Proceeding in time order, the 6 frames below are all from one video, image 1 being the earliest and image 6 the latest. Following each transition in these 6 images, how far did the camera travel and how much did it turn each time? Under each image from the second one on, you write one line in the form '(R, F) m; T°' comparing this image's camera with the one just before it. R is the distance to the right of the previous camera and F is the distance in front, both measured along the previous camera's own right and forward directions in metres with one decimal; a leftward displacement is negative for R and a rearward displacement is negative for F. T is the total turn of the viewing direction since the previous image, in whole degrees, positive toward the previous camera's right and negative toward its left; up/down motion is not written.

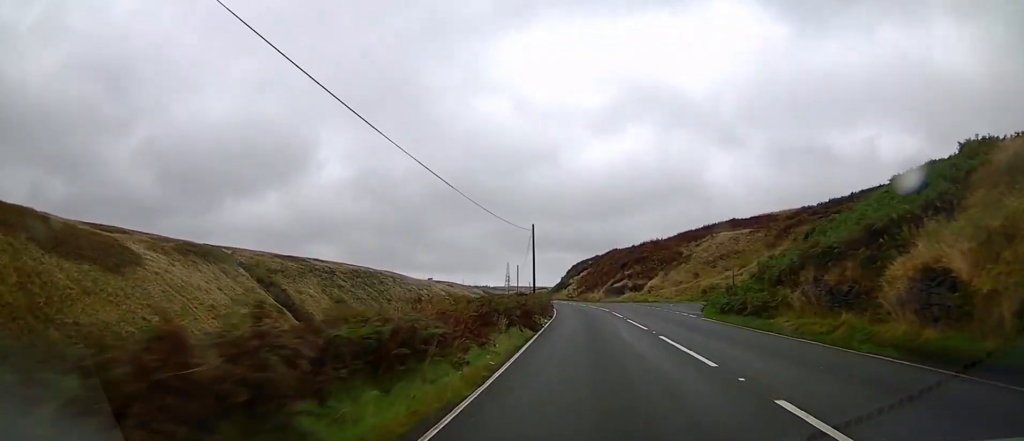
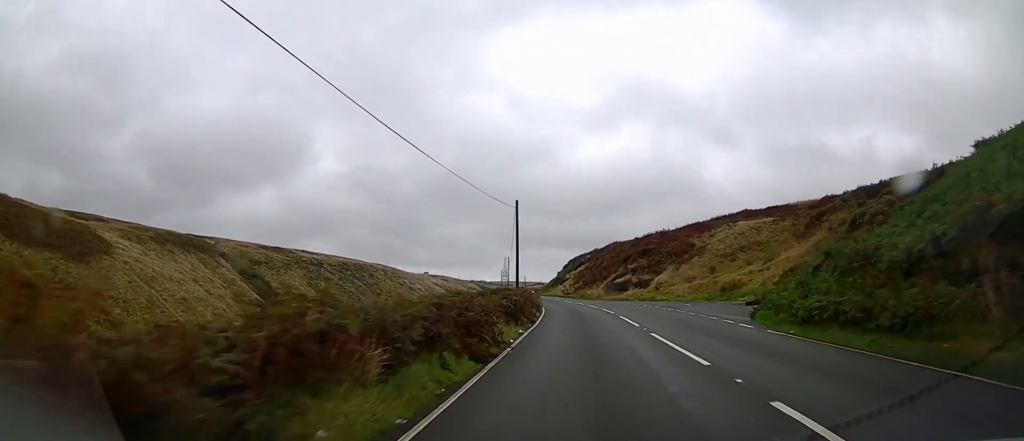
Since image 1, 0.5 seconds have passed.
(0.0, +9.1) m; 0°
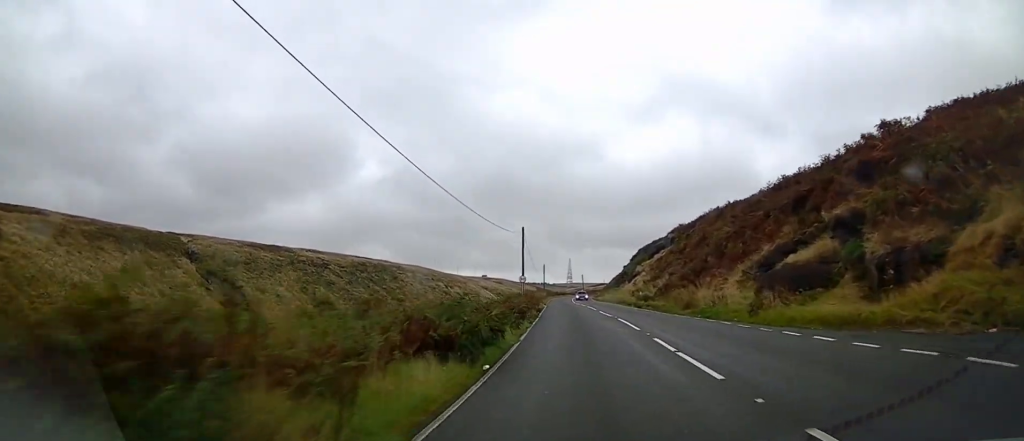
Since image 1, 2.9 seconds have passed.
(-1.4, +46.9) m; -5°
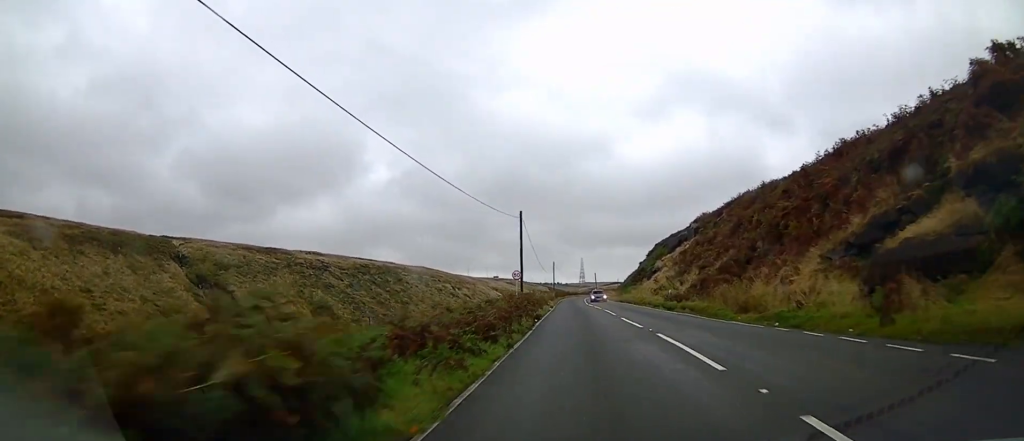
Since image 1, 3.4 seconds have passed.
(-0.2, +9.0) m; -1°
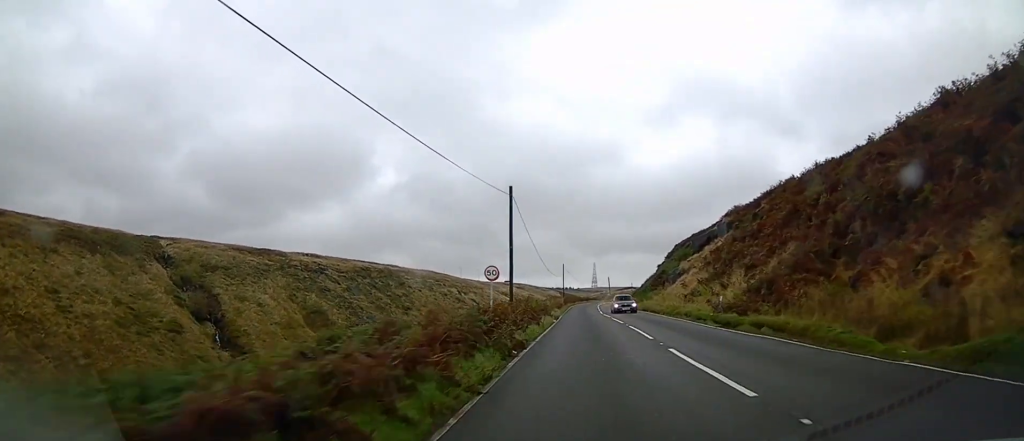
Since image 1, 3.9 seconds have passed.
(-0.1, +10.3) m; -1°
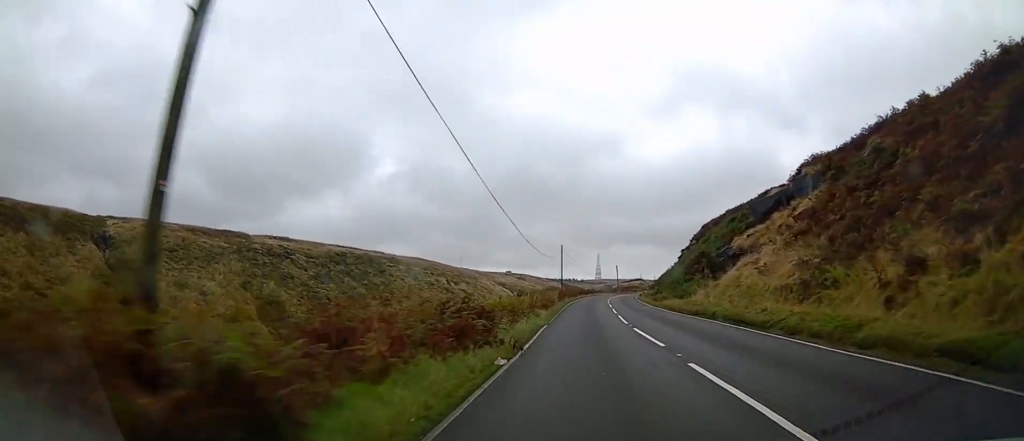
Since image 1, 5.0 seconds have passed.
(-0.4, +21.8) m; -1°
